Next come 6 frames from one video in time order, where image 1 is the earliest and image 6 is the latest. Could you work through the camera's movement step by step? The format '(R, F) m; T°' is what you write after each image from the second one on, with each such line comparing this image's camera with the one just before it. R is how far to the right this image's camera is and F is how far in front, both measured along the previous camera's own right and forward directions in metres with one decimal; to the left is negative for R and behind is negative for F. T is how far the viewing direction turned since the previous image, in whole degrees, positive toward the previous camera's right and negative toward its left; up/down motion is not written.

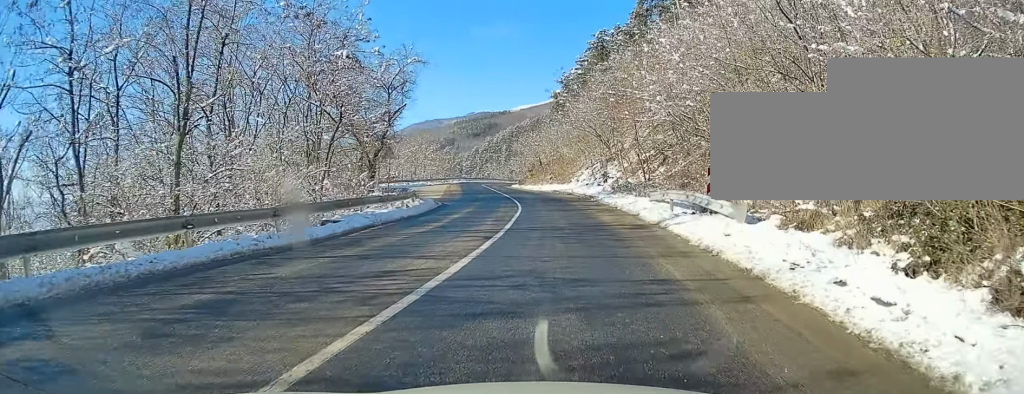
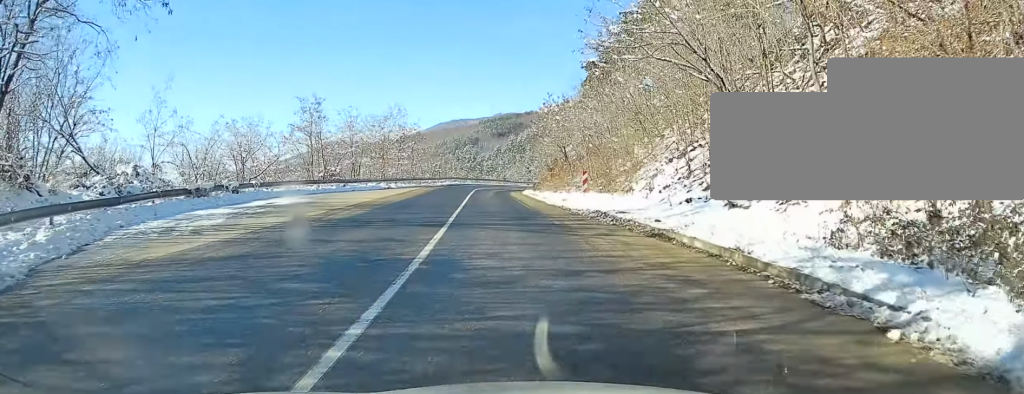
(-0.5, +31.8) m; -5°
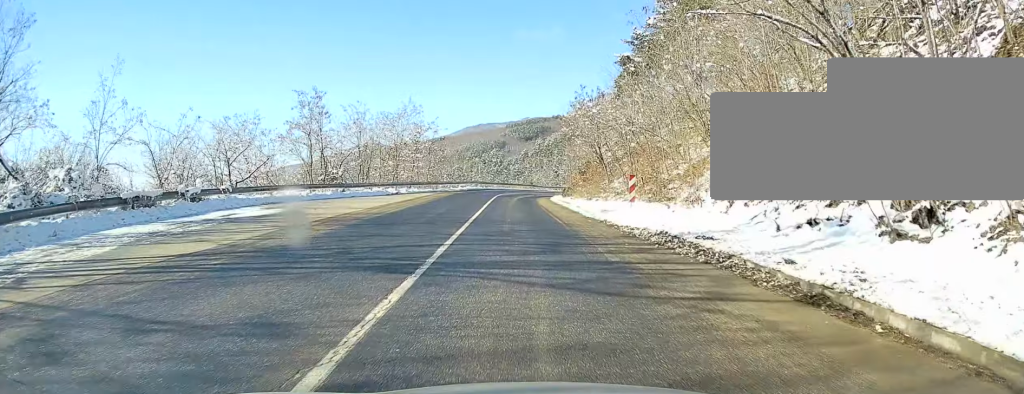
(-0.3, +7.0) m; -2°
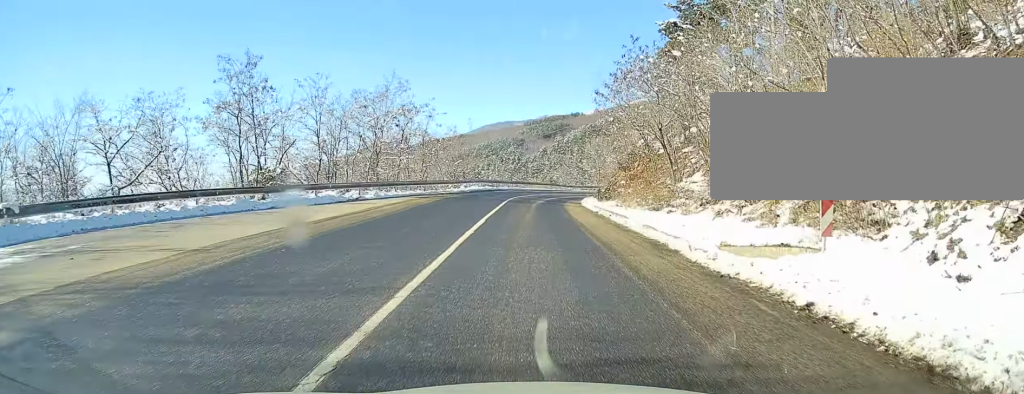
(-0.2, +15.5) m; -2°
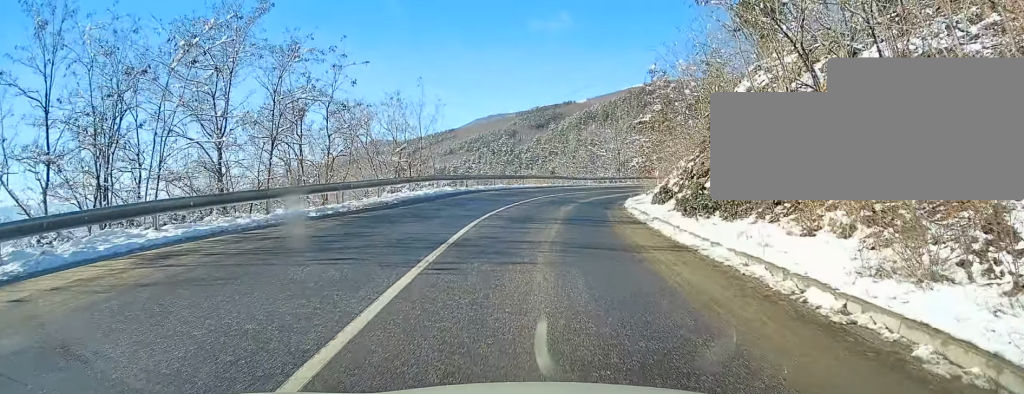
(-0.7, +23.6) m; 0°
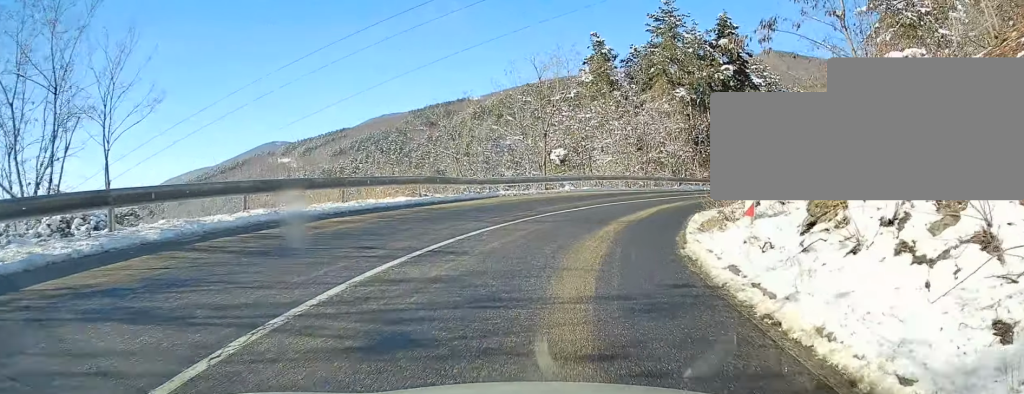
(+2.7, +24.3) m; +19°
